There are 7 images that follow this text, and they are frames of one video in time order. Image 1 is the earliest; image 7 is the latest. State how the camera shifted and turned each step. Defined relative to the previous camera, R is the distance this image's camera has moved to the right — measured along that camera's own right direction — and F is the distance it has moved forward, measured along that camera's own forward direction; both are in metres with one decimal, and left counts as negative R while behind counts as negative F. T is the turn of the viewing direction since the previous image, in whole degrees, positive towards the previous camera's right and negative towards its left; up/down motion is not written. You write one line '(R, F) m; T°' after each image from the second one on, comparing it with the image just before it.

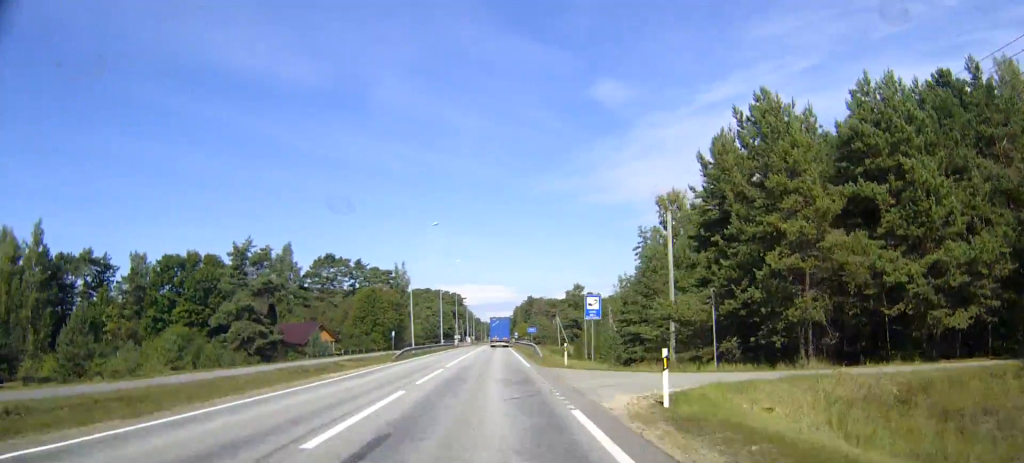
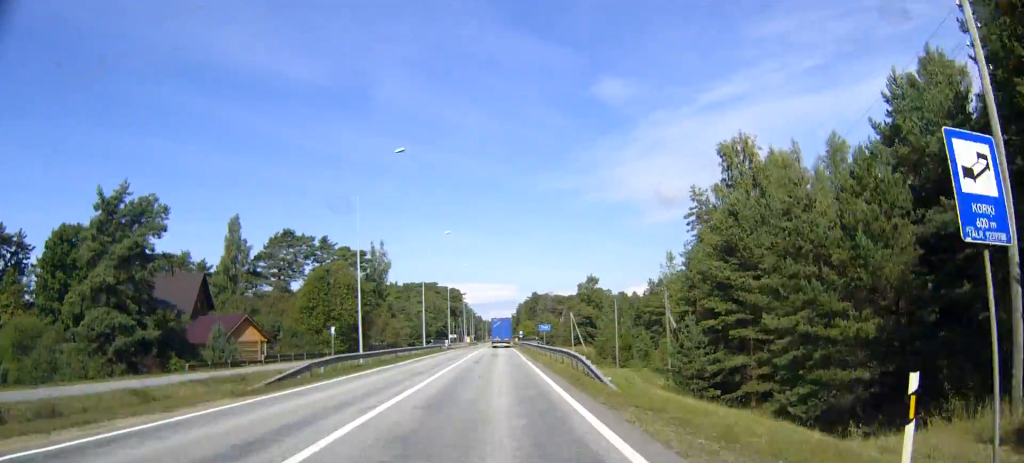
(0.0, +27.3) m; 0°
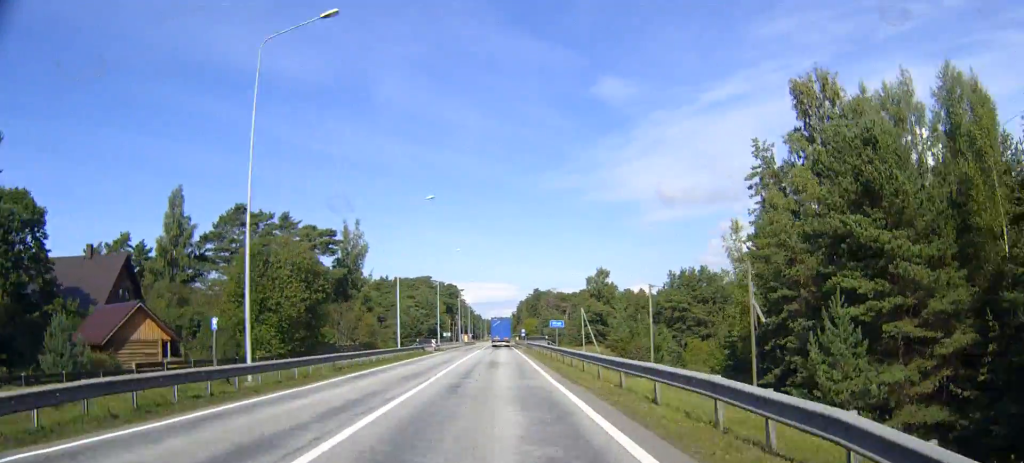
(0.0, +19.1) m; 0°
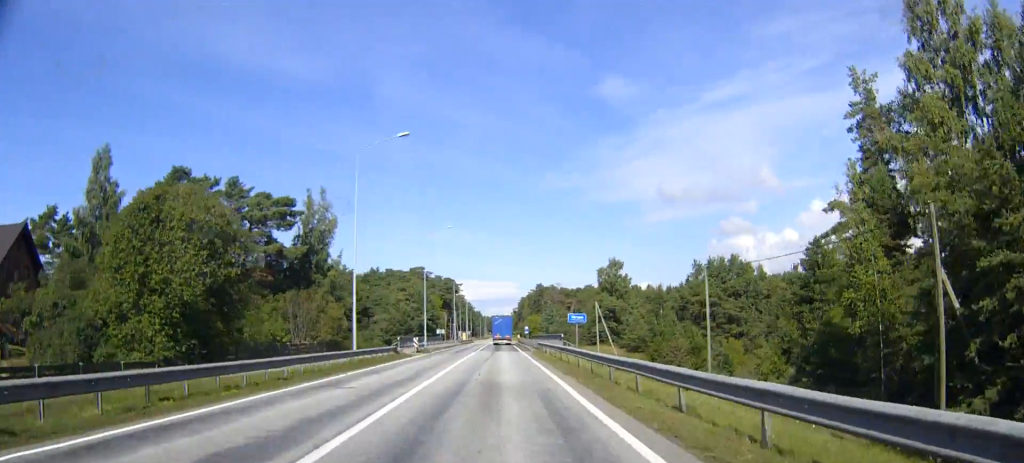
(0.0, +17.5) m; 0°
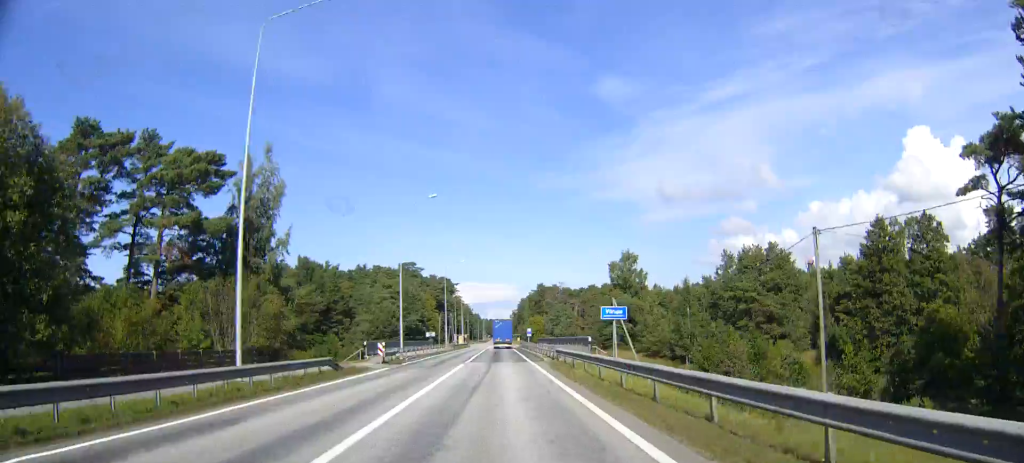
(0.0, +17.5) m; 0°
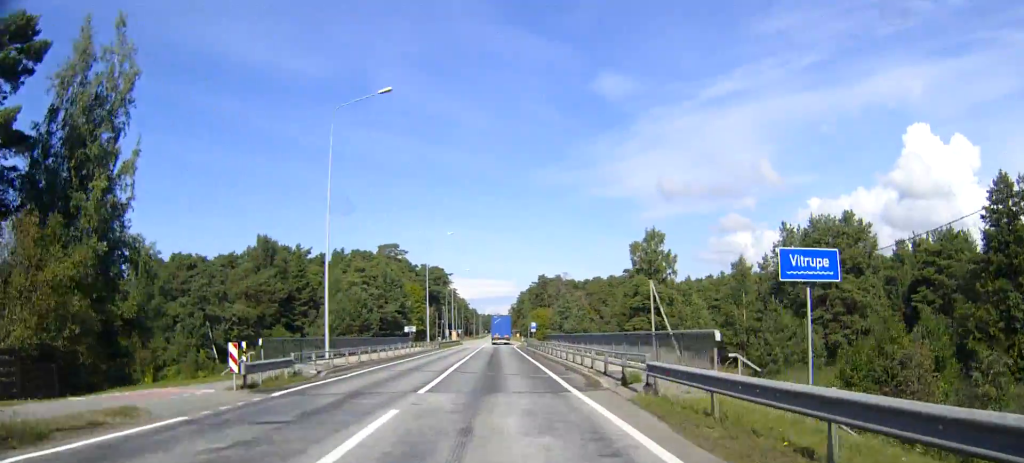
(0.0, +23.8) m; 0°
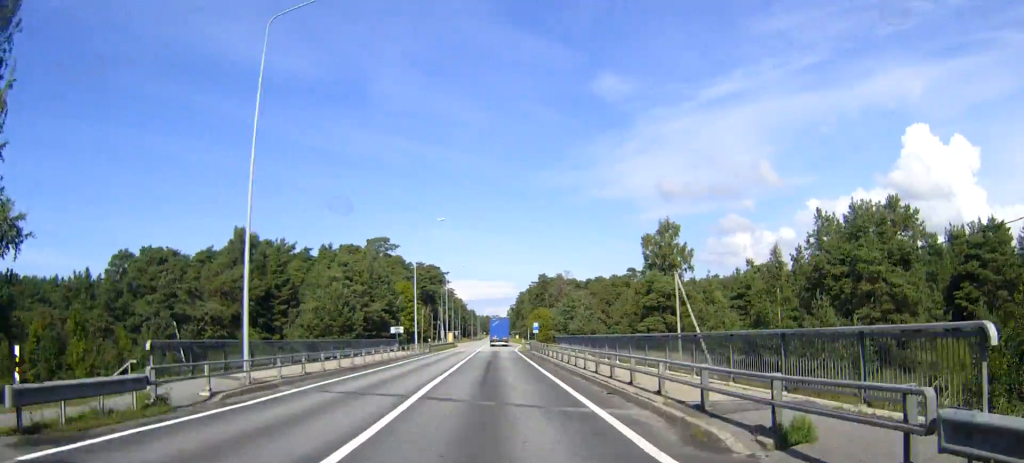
(0.0, +10.3) m; 0°
